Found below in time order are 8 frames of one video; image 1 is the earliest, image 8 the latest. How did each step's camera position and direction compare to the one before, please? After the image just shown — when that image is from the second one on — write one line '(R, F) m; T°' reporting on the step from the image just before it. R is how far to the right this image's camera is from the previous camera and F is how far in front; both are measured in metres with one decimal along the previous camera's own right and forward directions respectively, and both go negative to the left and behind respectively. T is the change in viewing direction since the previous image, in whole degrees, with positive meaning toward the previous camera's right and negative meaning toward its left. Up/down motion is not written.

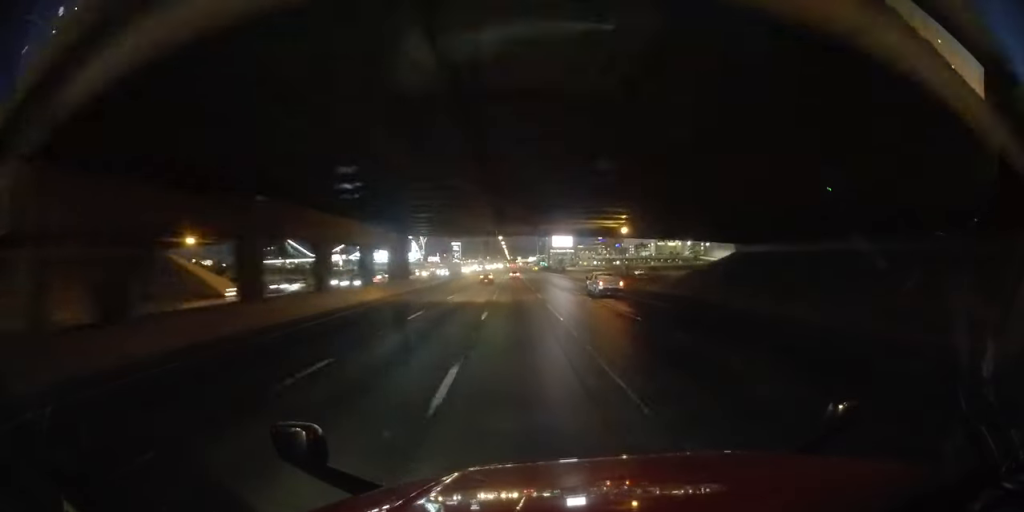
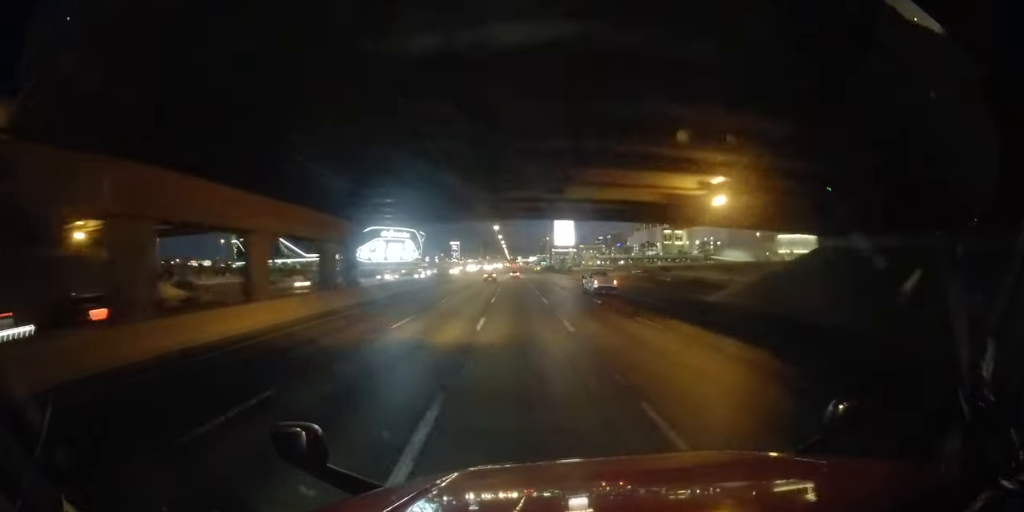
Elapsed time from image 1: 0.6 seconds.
(0.0, +15.3) m; 0°
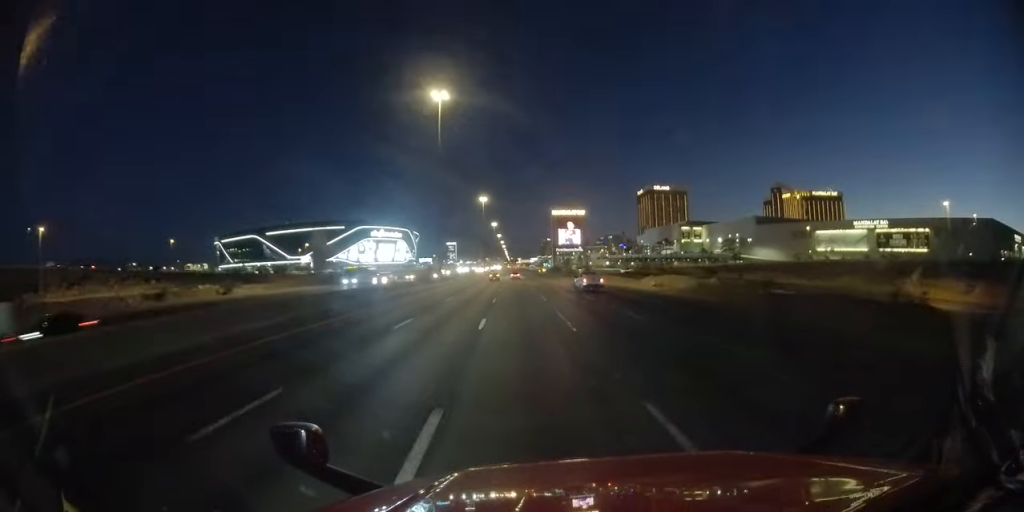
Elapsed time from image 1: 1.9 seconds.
(0.0, +36.3) m; 0°
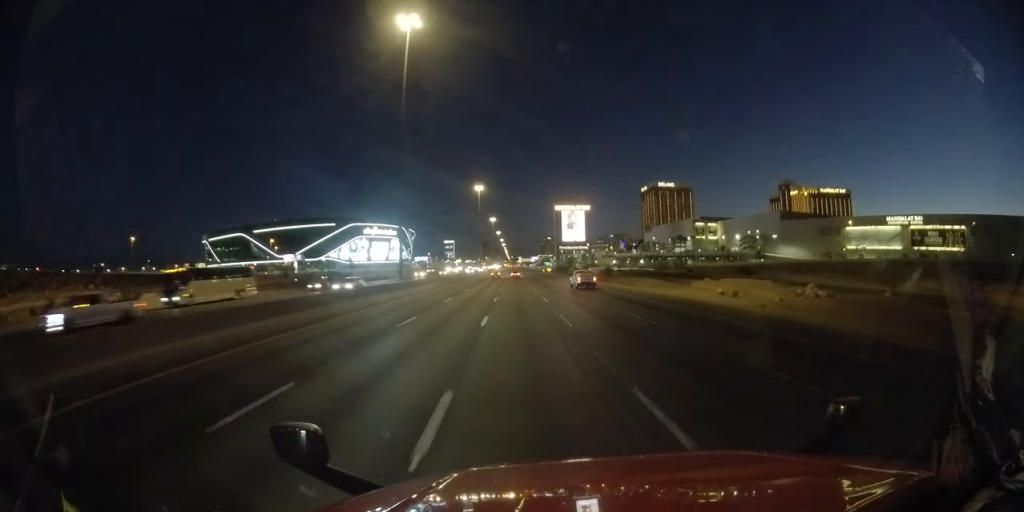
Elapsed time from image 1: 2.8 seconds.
(0.0, +23.6) m; 0°
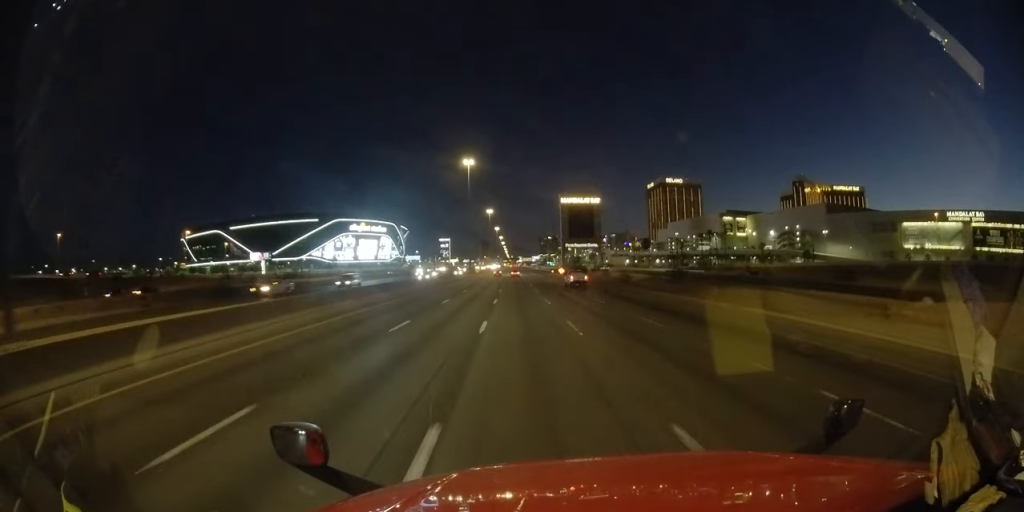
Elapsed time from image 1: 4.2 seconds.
(0.0, +38.7) m; 0°
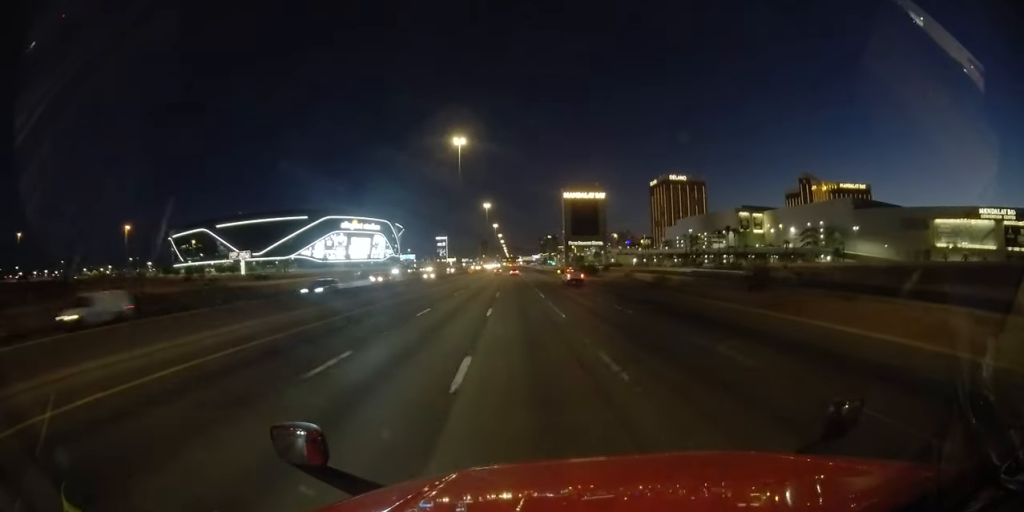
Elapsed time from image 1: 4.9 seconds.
(0.0, +19.7) m; 0°
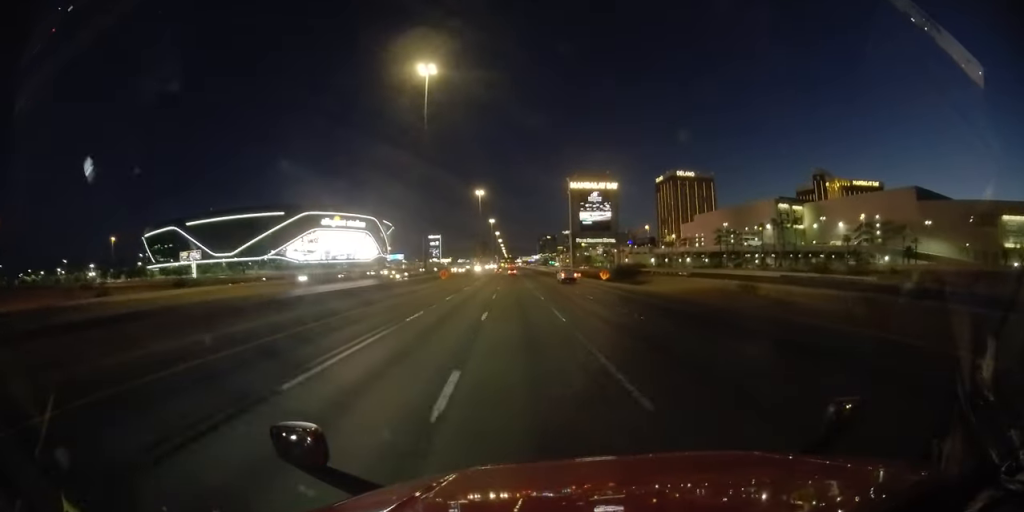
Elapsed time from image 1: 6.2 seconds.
(+0.1, +38.5) m; 0°
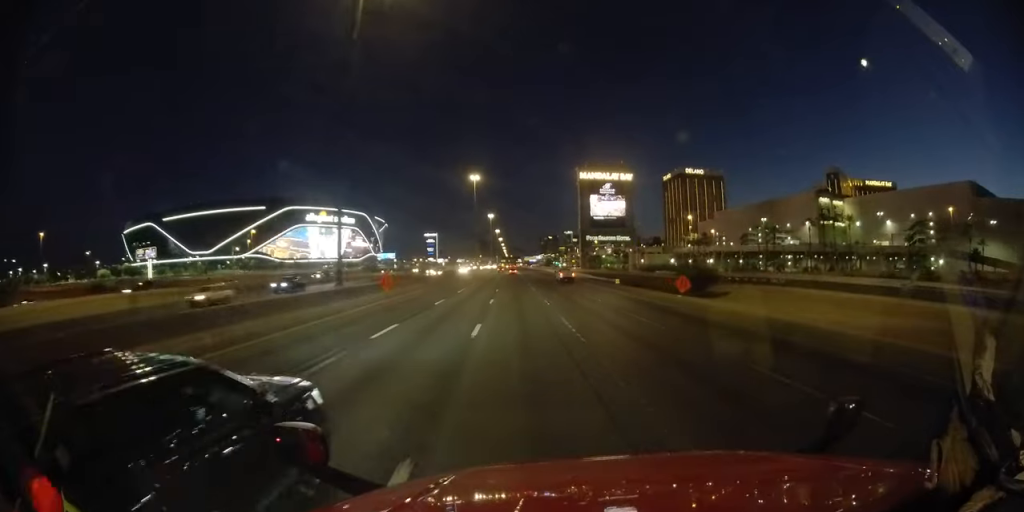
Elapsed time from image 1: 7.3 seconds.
(0.0, +29.2) m; 0°
